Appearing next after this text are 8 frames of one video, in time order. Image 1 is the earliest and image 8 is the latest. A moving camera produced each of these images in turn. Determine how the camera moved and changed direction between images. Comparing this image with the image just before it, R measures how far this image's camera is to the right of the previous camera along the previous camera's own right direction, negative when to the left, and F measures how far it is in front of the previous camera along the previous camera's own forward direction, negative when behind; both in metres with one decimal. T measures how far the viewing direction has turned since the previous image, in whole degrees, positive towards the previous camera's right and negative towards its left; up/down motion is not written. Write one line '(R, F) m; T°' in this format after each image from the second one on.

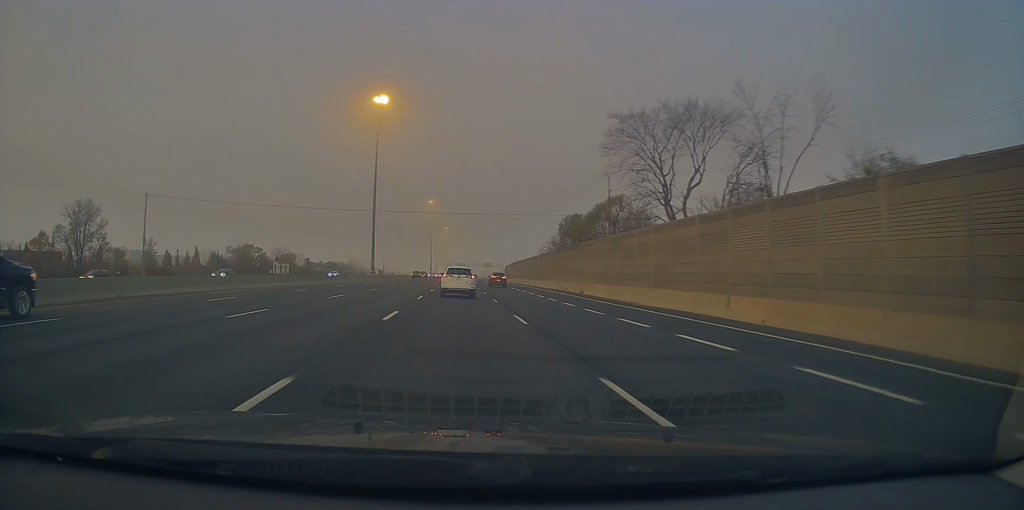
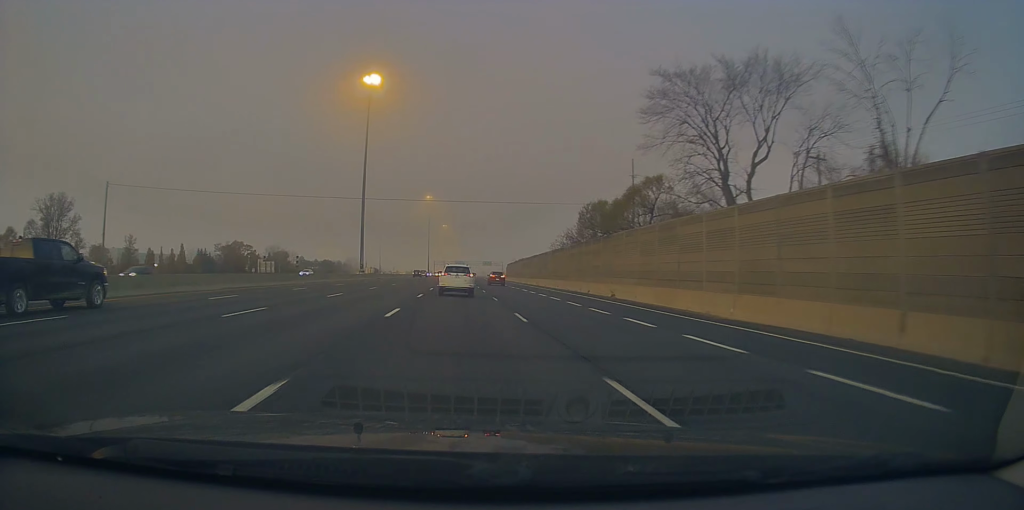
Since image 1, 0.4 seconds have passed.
(+0.1, +12.0) m; 0°
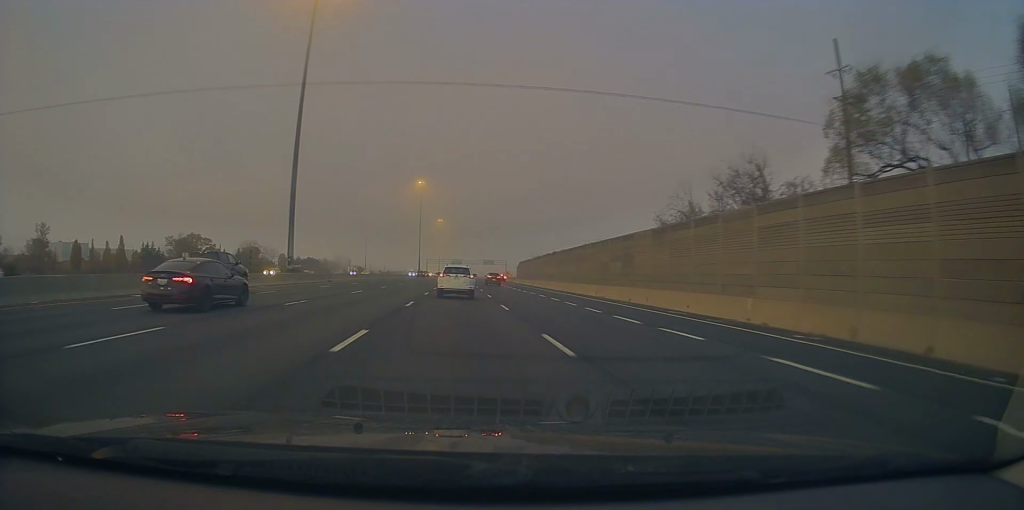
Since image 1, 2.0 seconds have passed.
(-0.1, +40.9) m; 0°
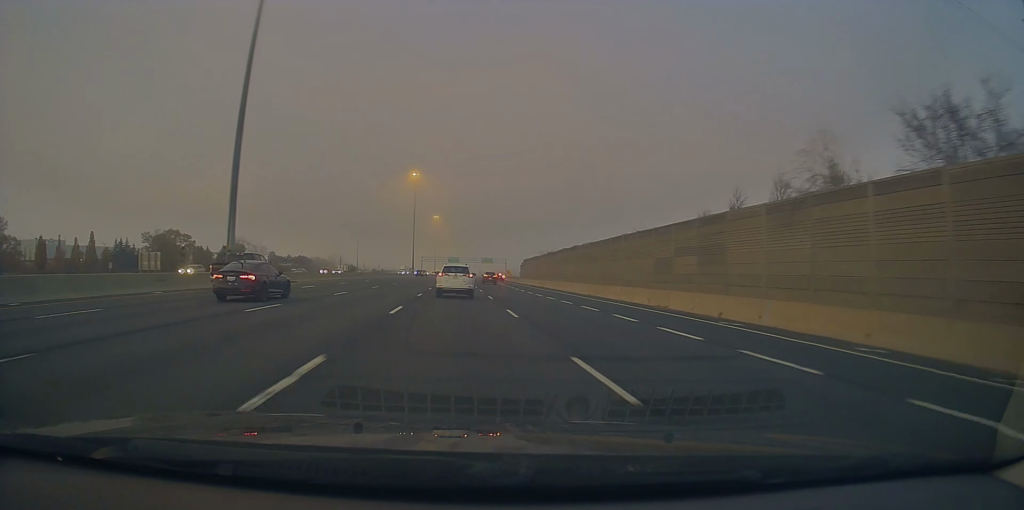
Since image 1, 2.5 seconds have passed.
(+0.1, +15.8) m; 0°
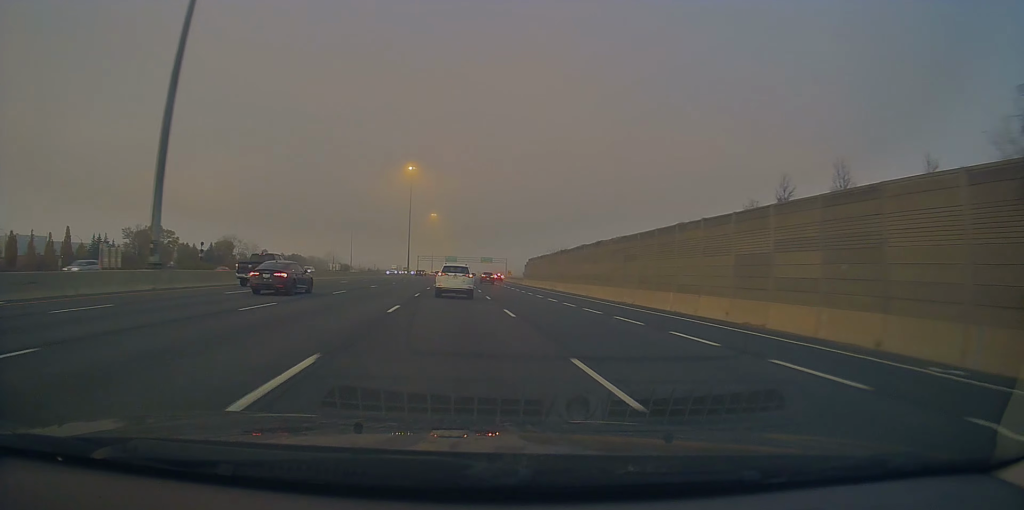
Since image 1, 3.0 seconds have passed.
(+0.1, +11.5) m; 0°
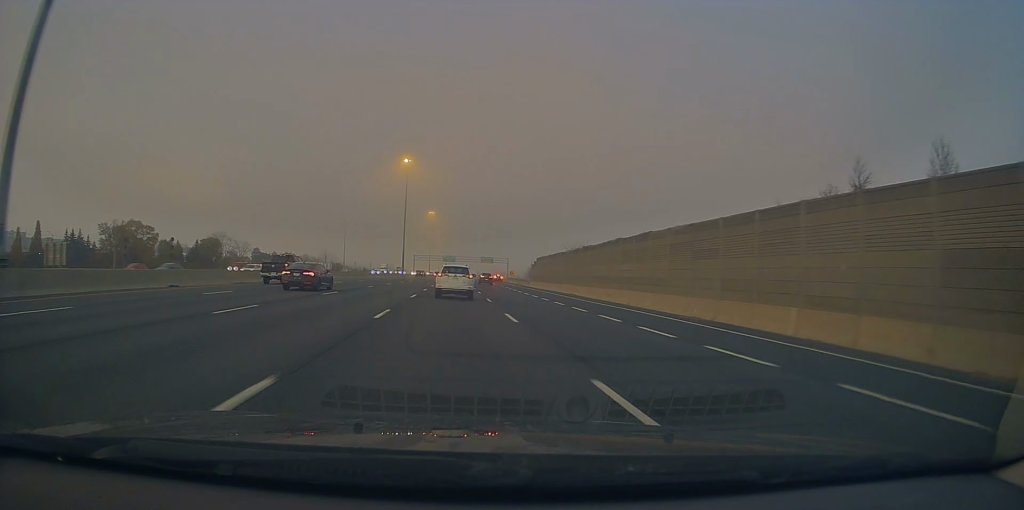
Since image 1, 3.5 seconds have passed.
(0.0, +13.2) m; 0°
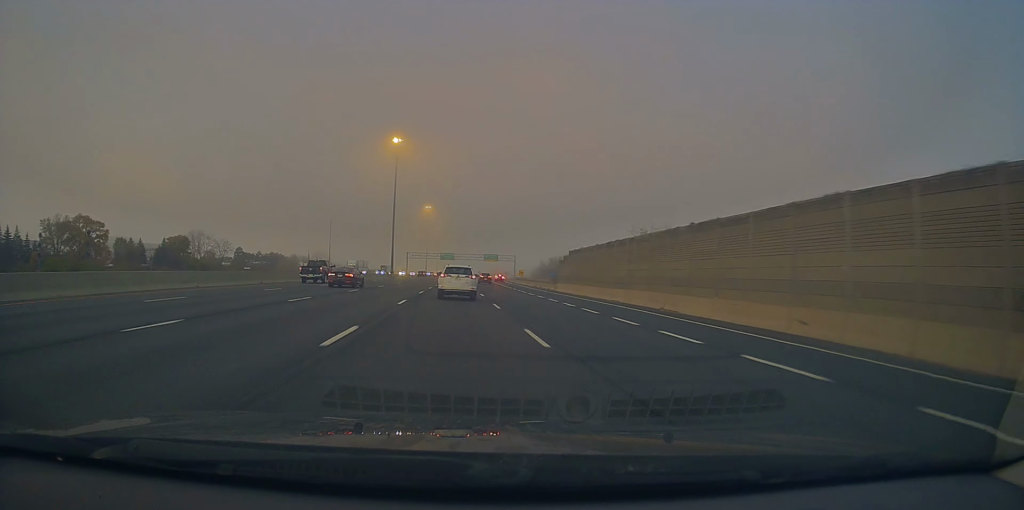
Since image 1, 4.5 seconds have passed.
(+0.1, +28.1) m; 0°
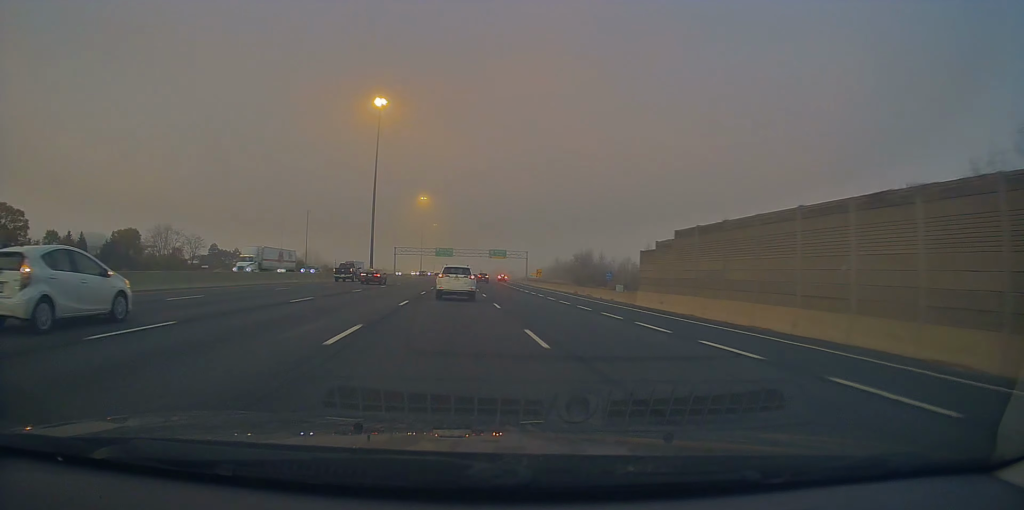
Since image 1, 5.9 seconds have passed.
(-0.1, +35.1) m; -1°
